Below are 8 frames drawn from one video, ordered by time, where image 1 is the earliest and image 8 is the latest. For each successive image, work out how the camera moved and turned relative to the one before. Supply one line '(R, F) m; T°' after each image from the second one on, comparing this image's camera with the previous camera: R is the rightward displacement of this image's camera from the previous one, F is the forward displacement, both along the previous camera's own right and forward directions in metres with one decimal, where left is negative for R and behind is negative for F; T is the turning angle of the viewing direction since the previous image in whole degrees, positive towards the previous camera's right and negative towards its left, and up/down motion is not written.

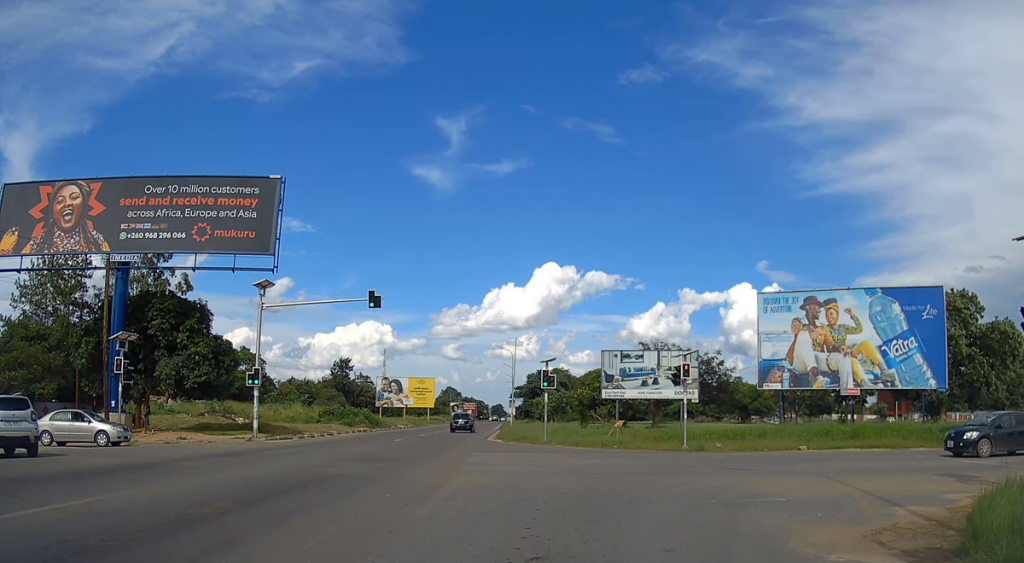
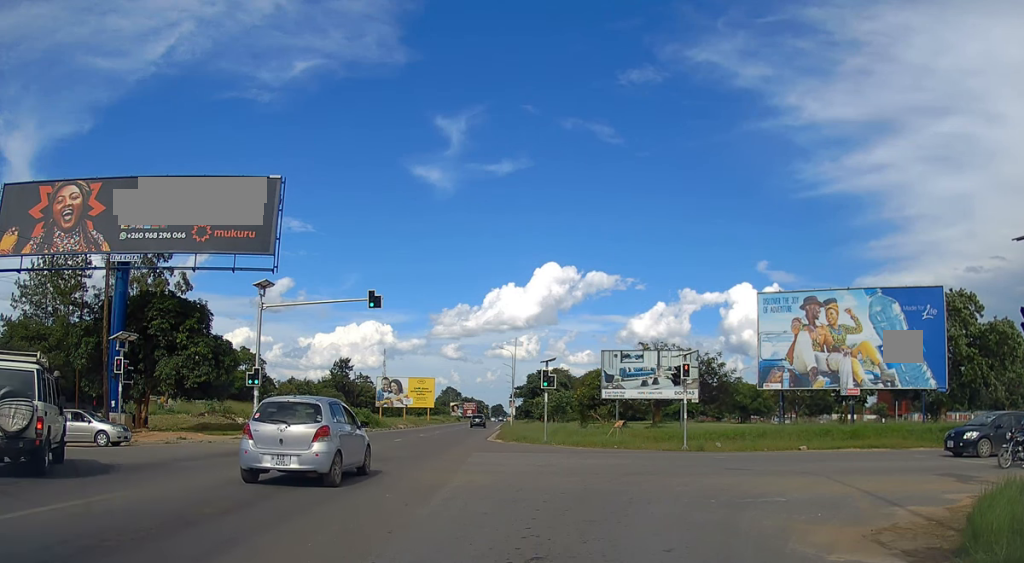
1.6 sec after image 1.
(0.0, 0.0) m; 0°
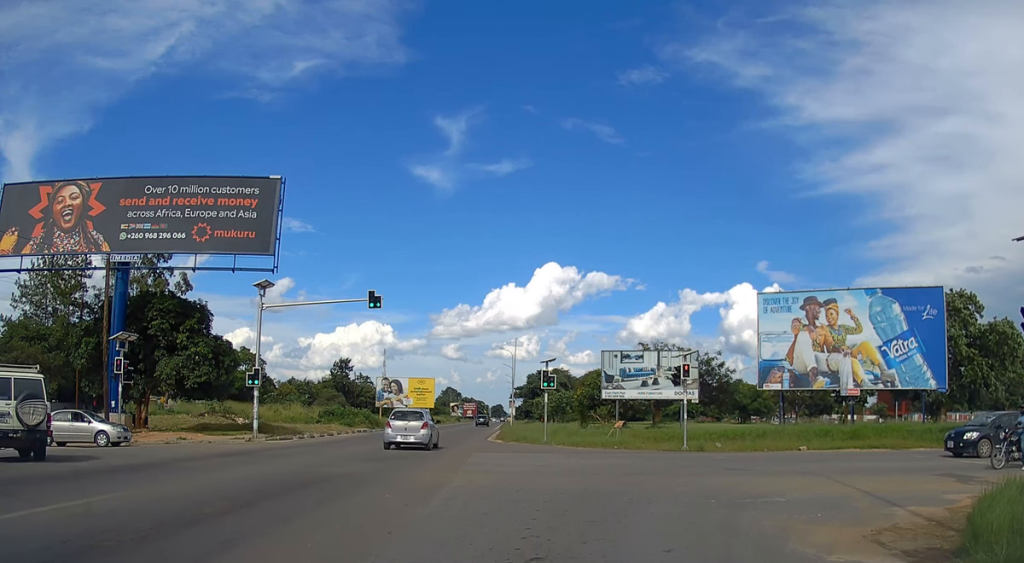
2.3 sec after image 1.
(0.0, 0.0) m; 0°
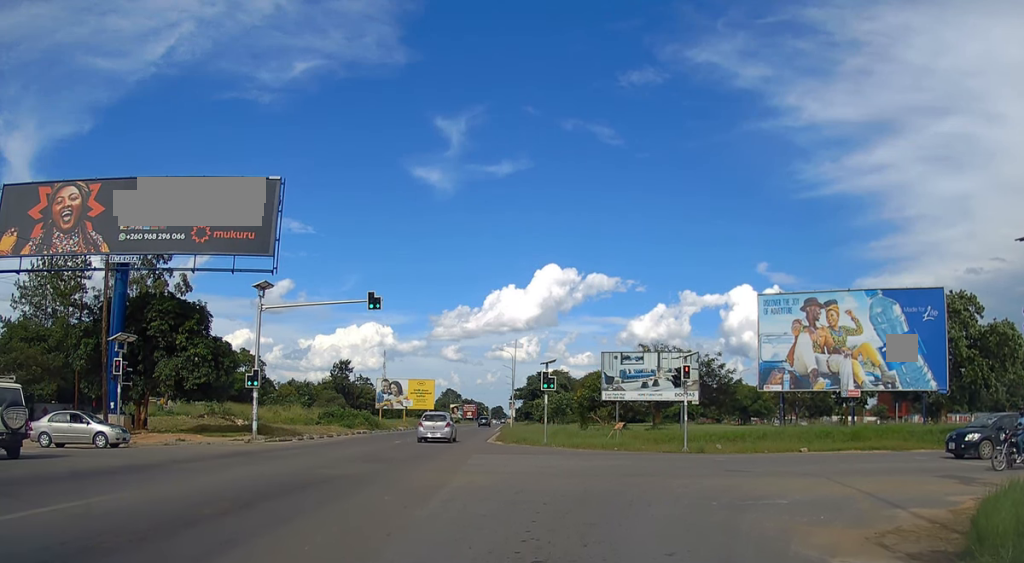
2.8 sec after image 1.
(0.0, 0.0) m; 0°
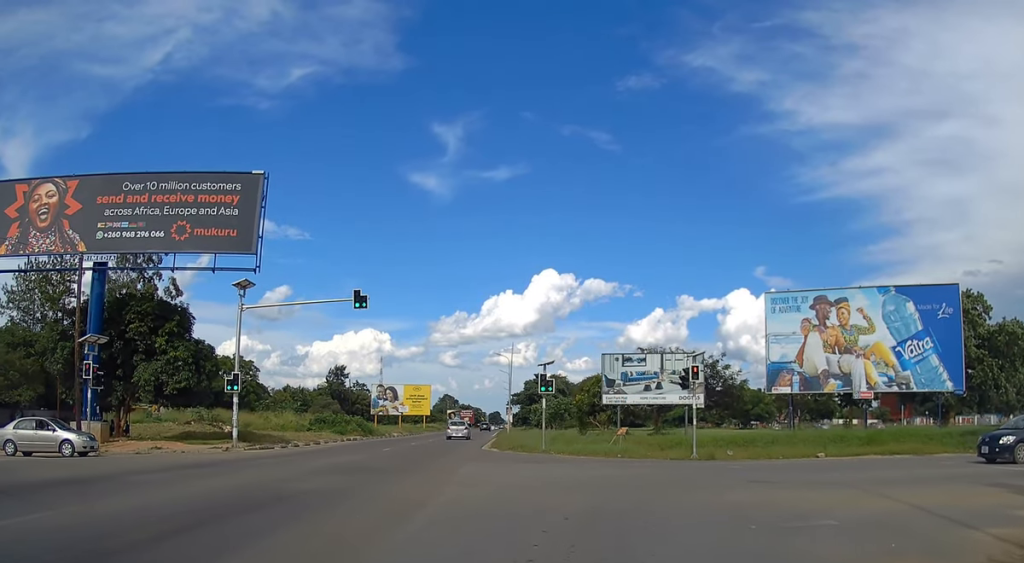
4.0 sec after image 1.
(0.0, +0.2) m; 0°
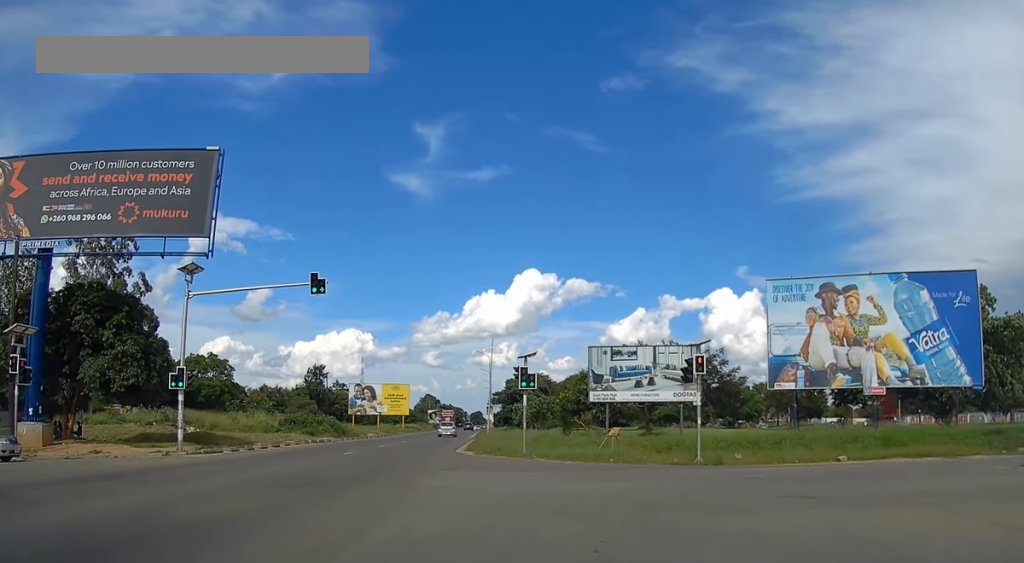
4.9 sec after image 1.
(0.0, +1.0) m; 0°
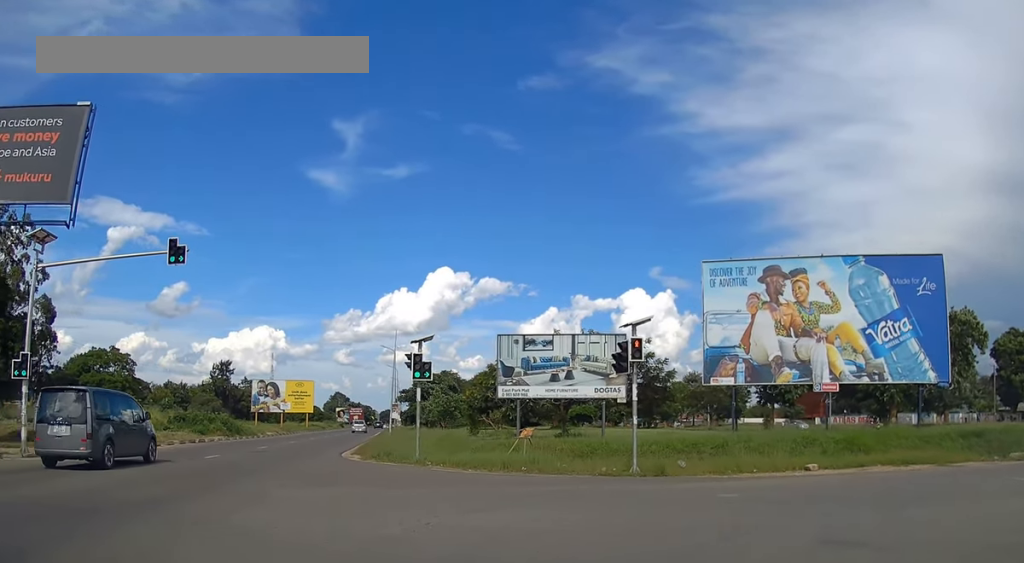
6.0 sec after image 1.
(-0.1, +3.6) m; 0°
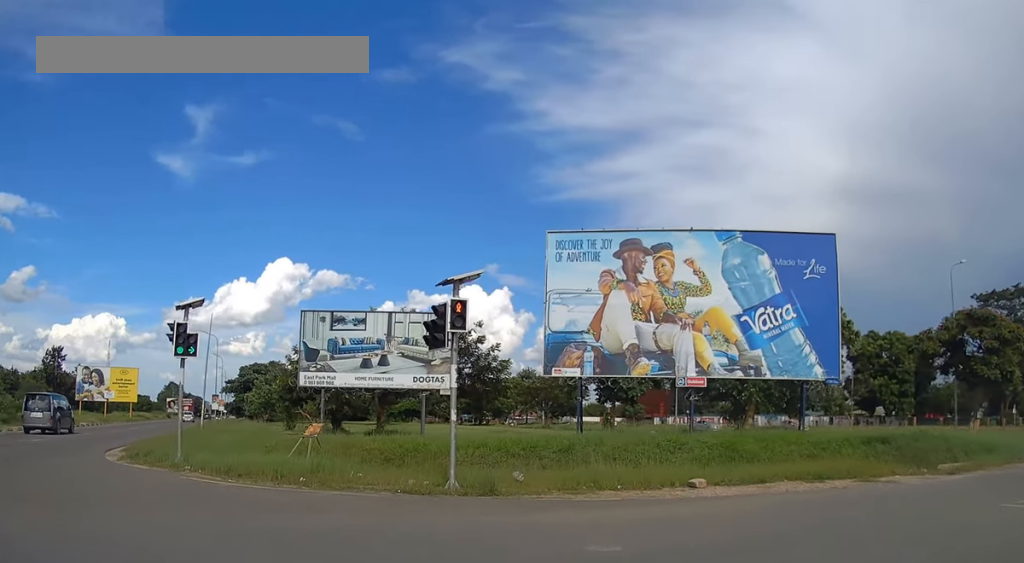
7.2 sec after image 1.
(+0.2, +5.0) m; +10°
